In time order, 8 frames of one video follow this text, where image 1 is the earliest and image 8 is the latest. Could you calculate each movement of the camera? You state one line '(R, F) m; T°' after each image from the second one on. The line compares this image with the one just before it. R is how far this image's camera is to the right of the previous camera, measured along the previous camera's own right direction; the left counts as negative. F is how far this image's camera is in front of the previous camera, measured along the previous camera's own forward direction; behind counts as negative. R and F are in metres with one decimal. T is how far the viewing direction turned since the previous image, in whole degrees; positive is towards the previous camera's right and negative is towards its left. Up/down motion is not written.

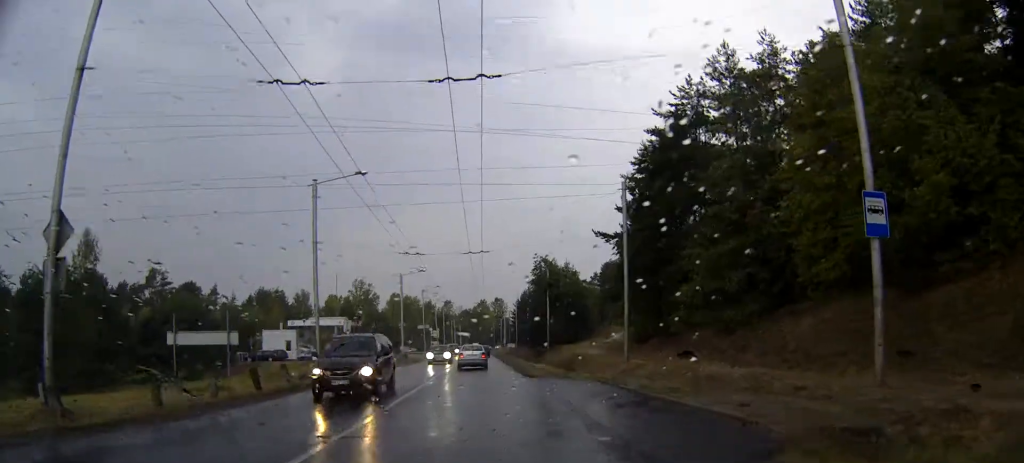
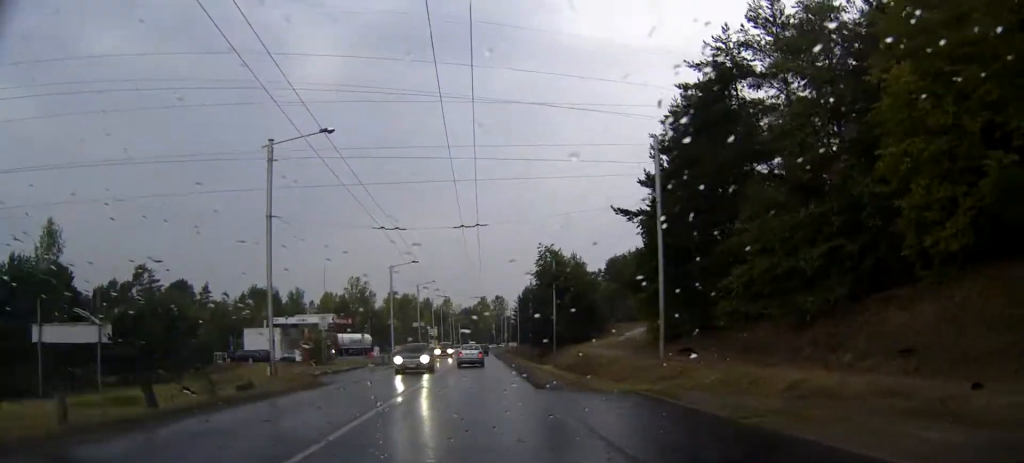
(0.0, +8.2) m; -1°
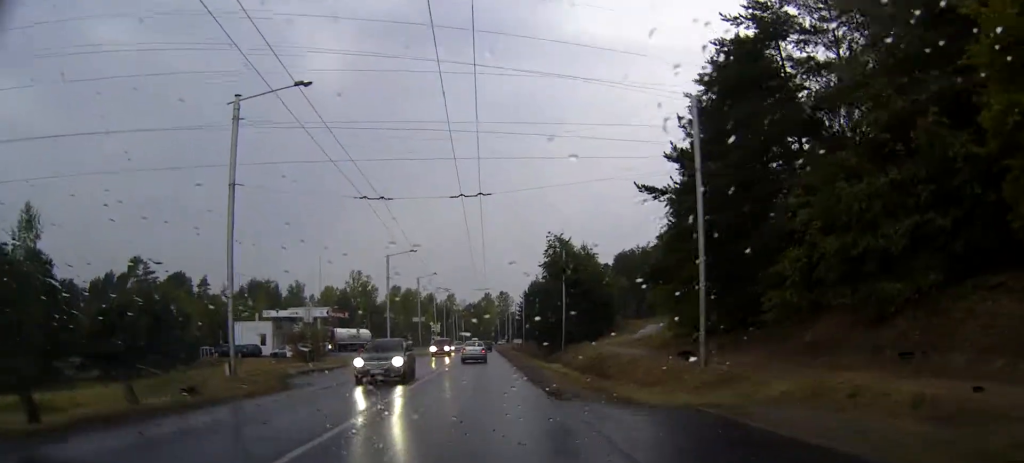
(0.0, +5.0) m; -1°
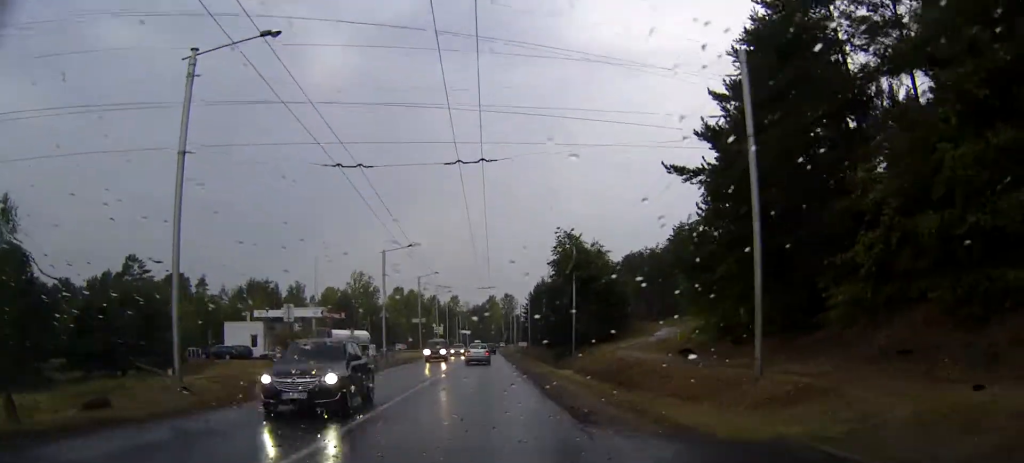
(0.0, +4.9) m; -1°
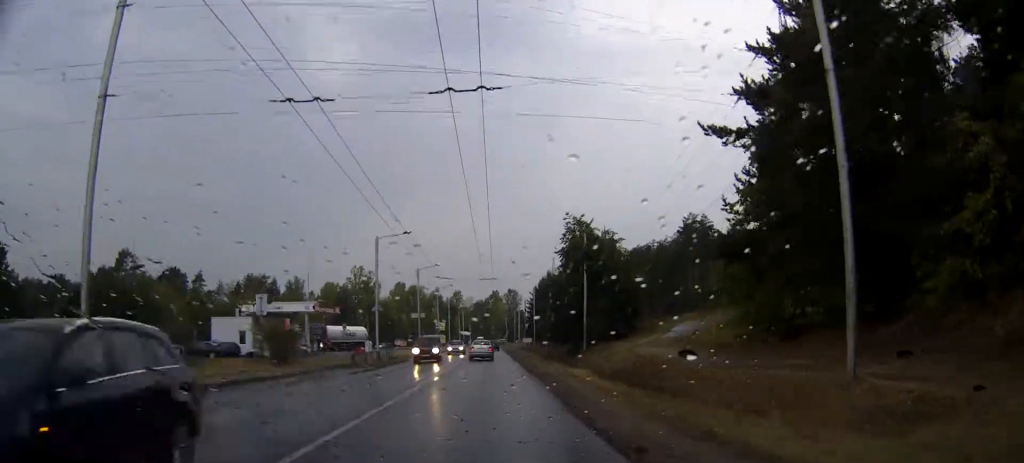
(0.0, +5.0) m; 0°
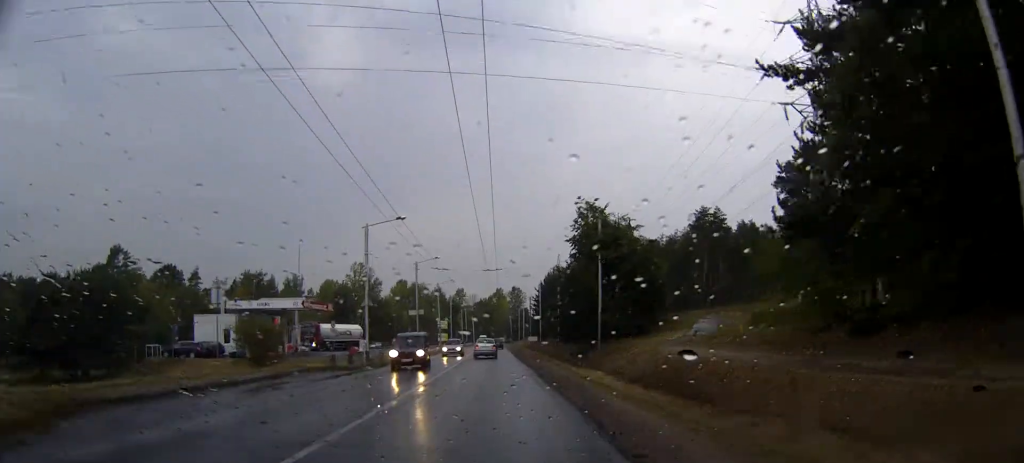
(0.0, +5.6) m; 0°
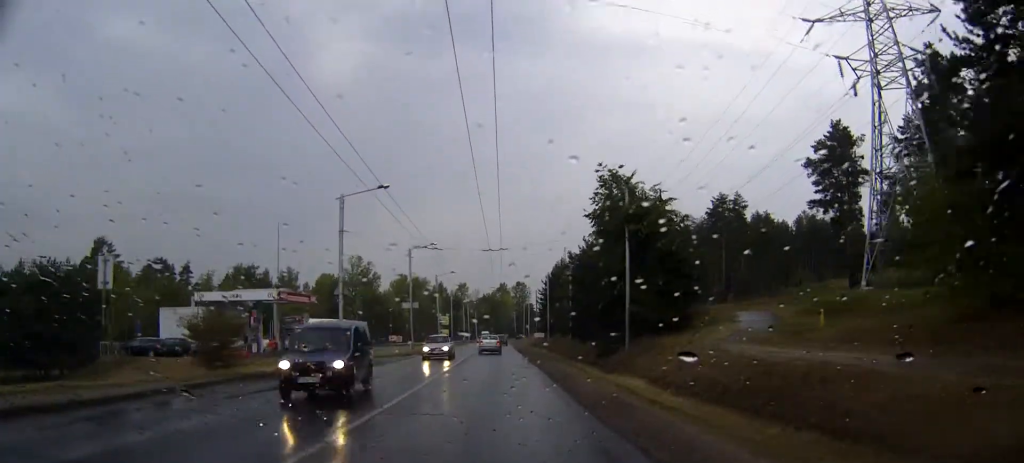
(-0.1, +8.8) m; 0°
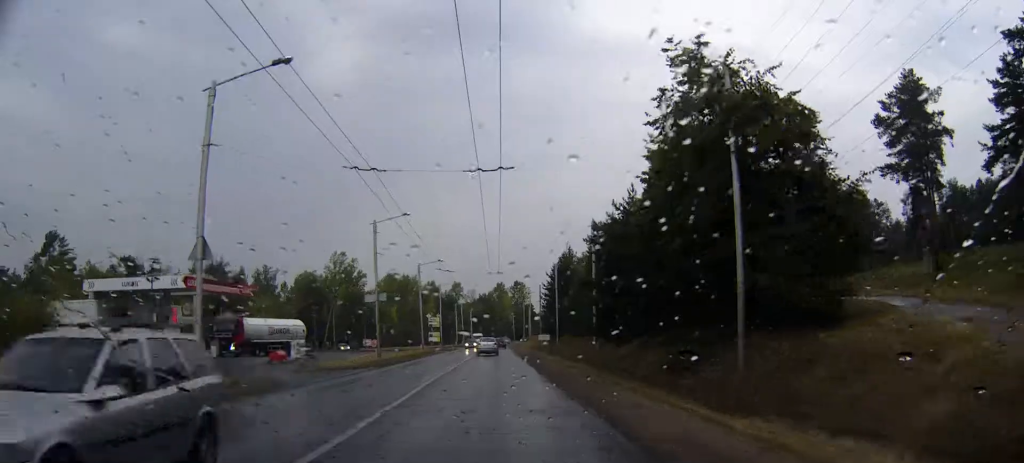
(+0.2, +19.6) m; +1°
